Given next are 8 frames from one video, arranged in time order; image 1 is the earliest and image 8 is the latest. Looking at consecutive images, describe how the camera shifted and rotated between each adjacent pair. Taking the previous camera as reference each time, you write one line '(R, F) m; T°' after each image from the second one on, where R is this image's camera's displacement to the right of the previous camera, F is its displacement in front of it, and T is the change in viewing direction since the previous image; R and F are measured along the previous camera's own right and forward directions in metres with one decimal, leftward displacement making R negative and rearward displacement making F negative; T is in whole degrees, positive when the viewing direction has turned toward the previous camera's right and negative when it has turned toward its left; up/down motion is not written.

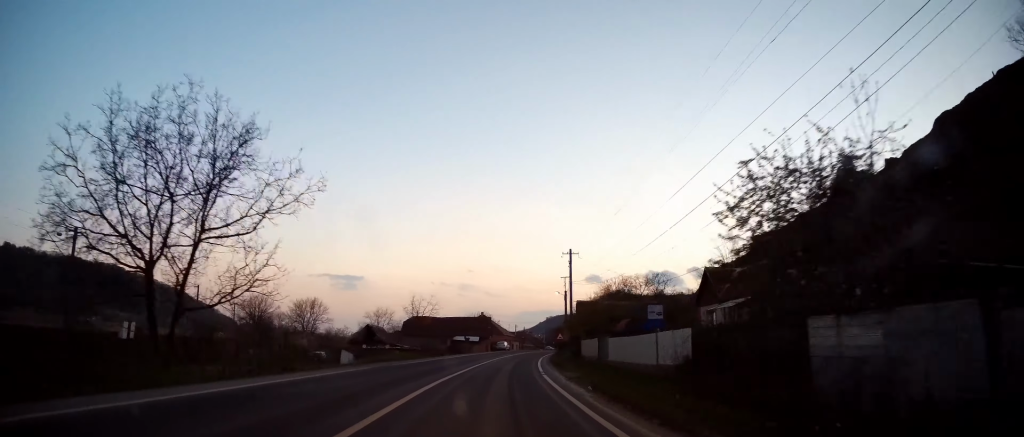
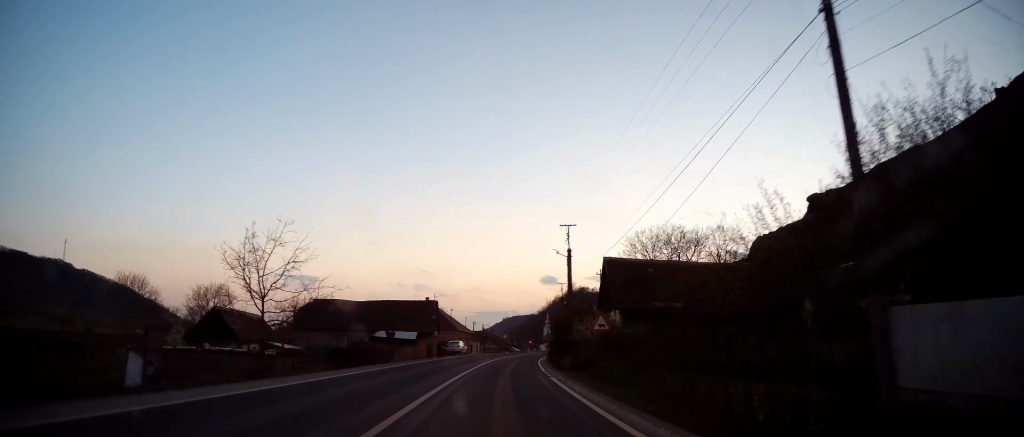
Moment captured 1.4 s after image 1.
(+1.0, +32.9) m; +5°
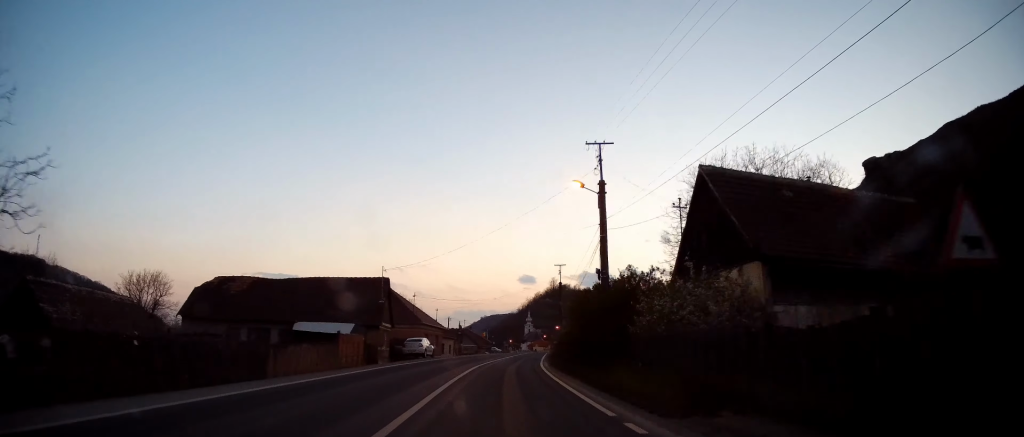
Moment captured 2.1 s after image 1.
(+0.4, +17.6) m; +3°
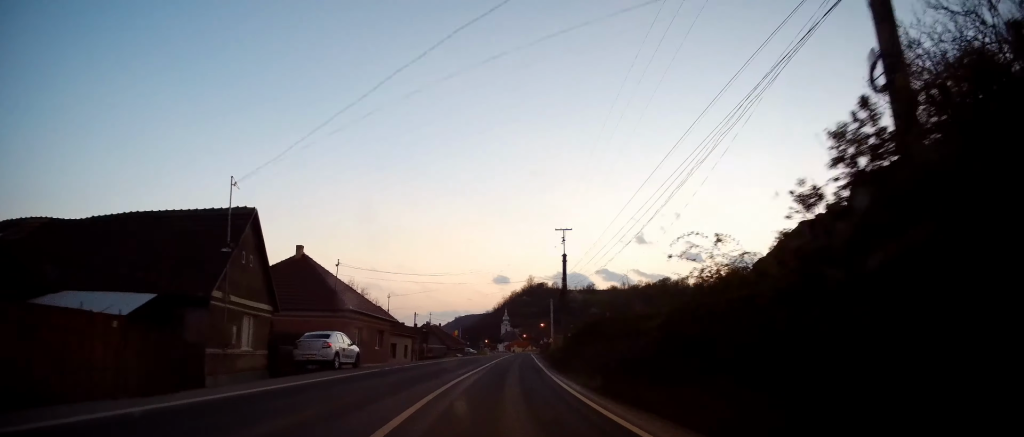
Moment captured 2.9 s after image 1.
(+0.2, +19.1) m; +3°
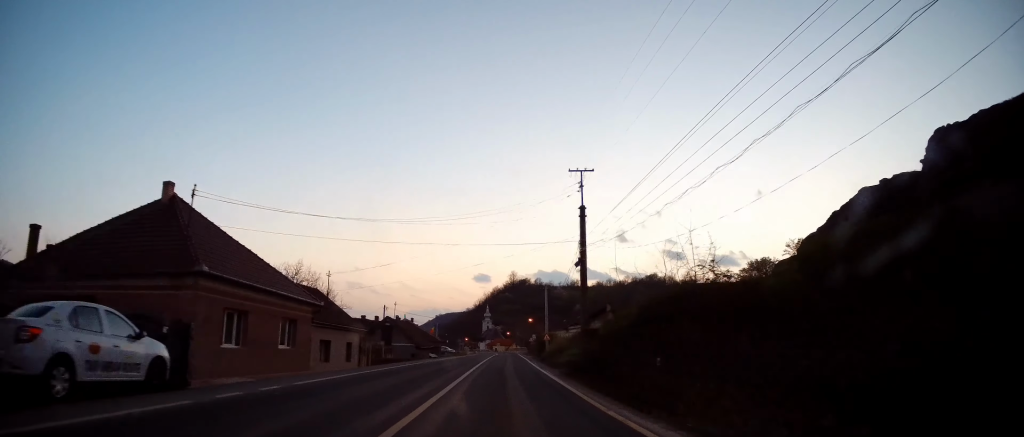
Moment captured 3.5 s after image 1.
(+0.6, +14.2) m; +2°
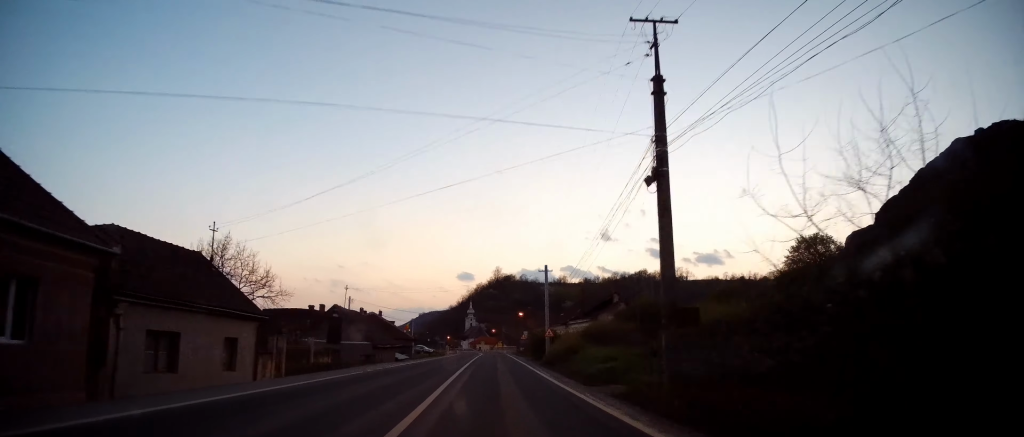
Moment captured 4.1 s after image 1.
(+0.2, +14.1) m; +2°
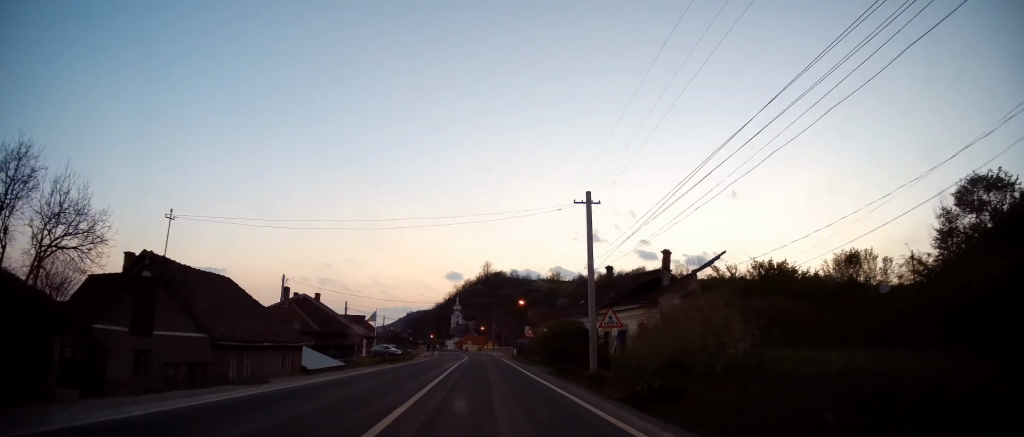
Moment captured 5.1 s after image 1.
(+0.3, +23.2) m; +2°
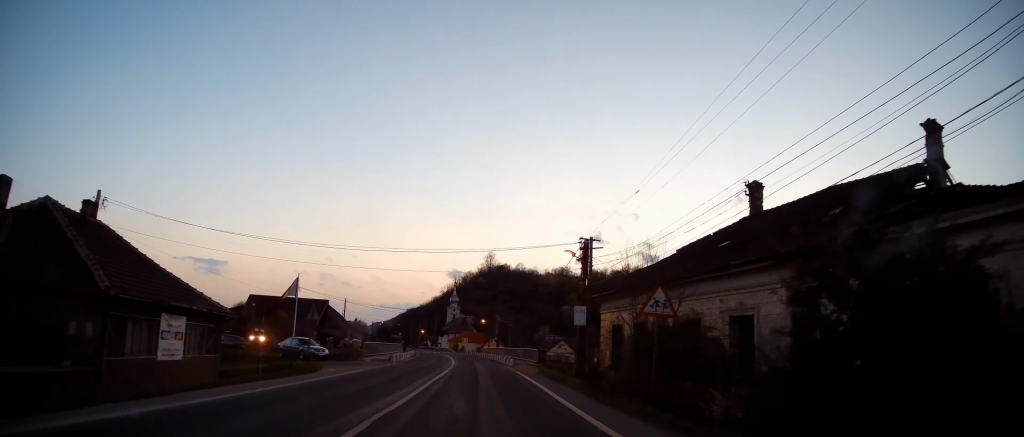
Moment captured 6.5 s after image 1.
(+0.6, +31.4) m; 0°
